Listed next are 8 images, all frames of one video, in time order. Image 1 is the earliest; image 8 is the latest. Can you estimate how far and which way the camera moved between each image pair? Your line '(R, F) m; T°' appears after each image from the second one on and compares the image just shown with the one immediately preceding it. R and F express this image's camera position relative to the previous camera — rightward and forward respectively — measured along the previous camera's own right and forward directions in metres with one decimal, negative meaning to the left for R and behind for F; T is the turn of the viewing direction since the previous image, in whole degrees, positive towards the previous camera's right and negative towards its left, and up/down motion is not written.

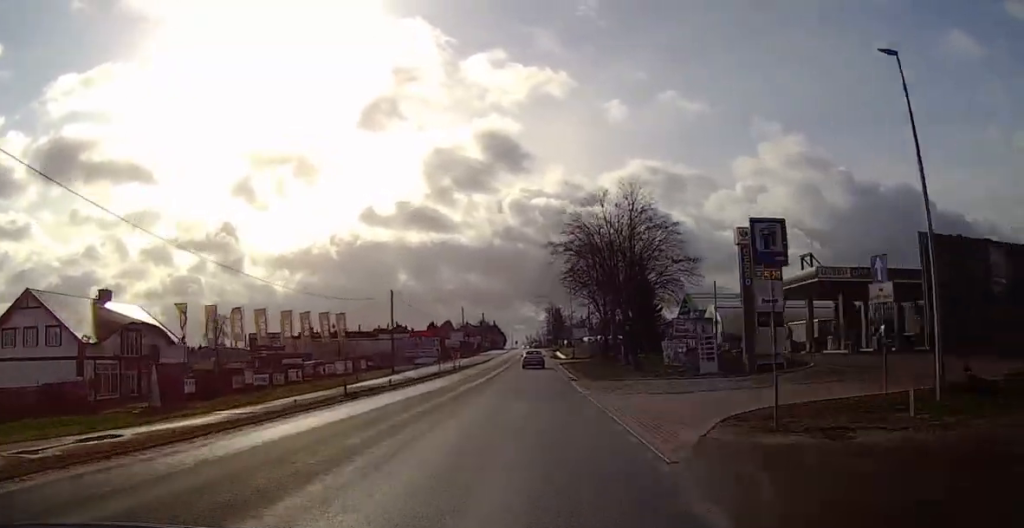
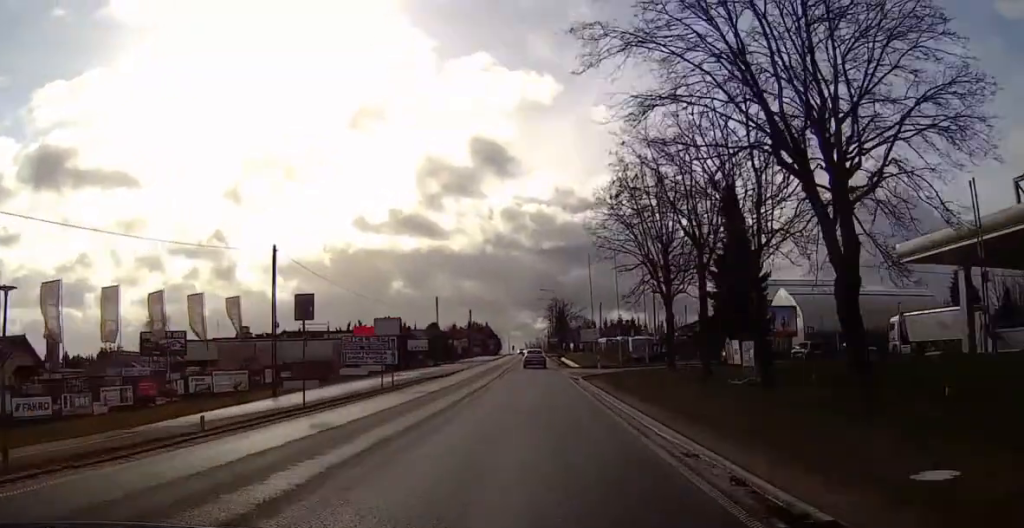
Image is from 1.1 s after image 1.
(0.0, +35.8) m; 0°
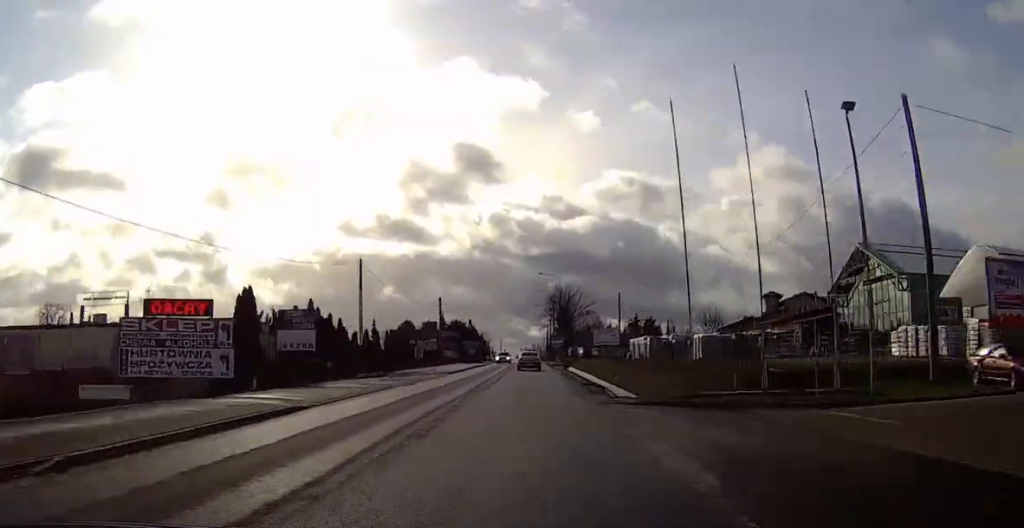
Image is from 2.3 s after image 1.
(-0.1, +28.0) m; -1°
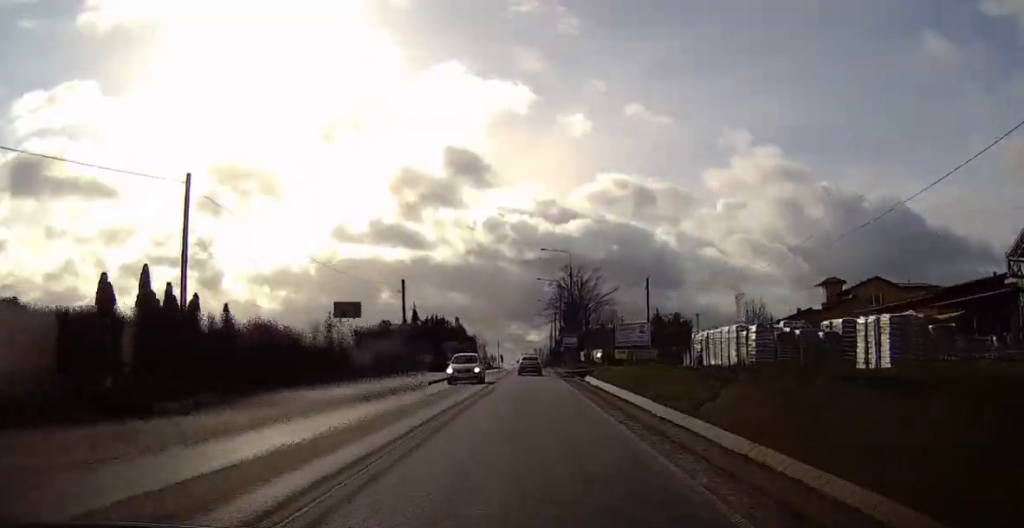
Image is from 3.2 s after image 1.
(0.0, +15.4) m; 0°
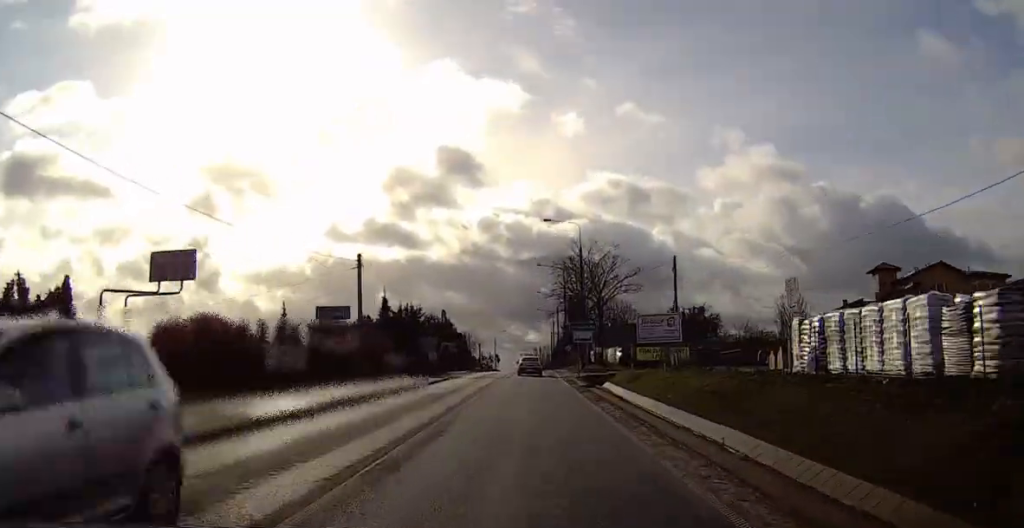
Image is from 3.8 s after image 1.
(0.0, +11.2) m; 0°
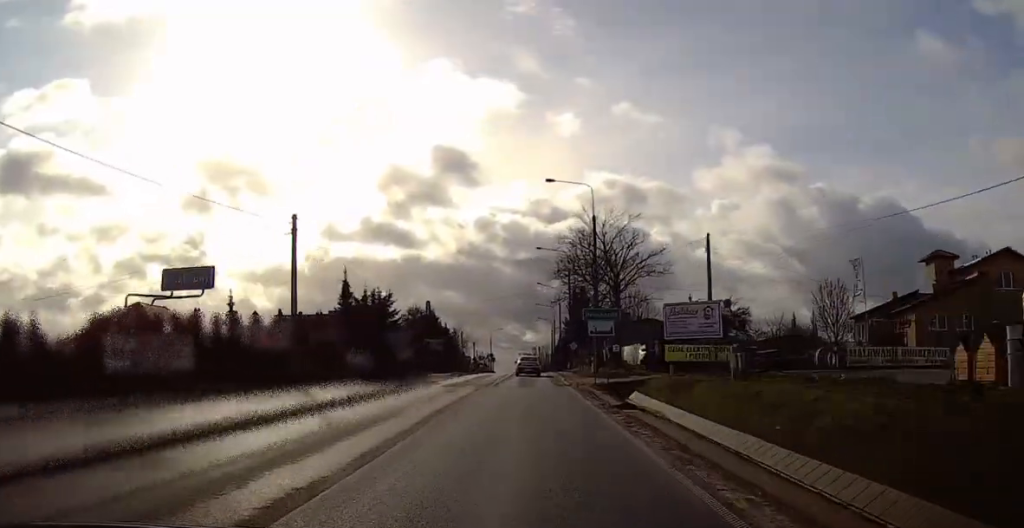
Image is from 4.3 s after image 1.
(0.0, +10.1) m; 0°
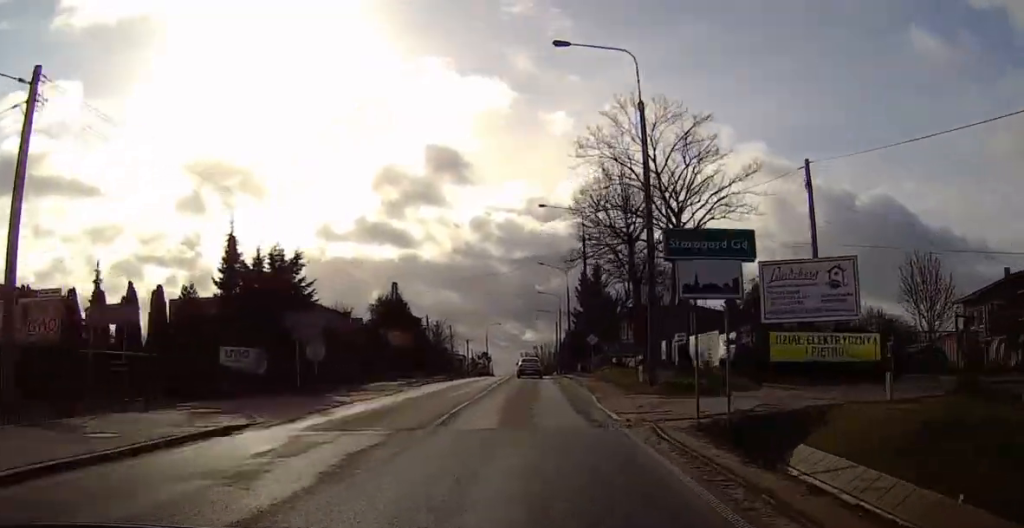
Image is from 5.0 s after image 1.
(0.0, +17.8) m; 0°
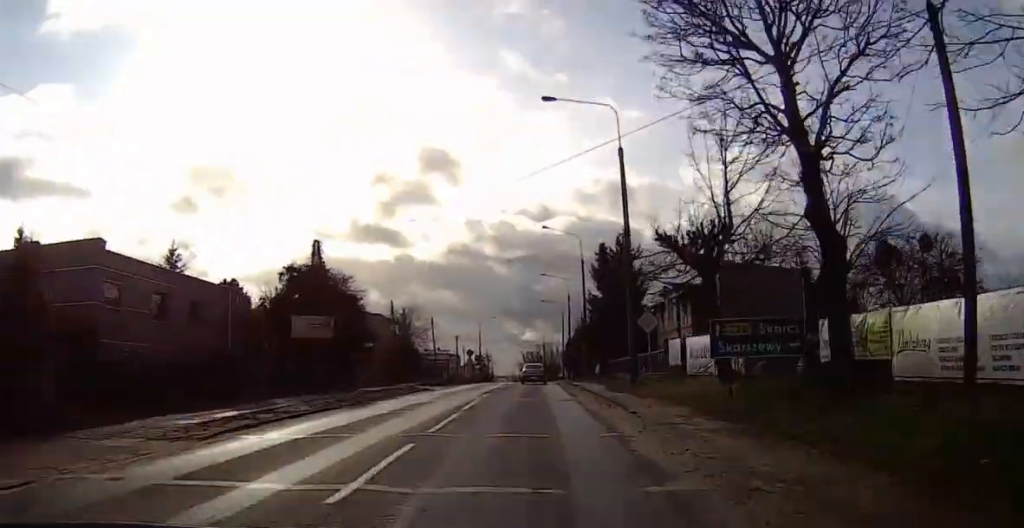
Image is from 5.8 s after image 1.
(0.0, +22.3) m; 0°
